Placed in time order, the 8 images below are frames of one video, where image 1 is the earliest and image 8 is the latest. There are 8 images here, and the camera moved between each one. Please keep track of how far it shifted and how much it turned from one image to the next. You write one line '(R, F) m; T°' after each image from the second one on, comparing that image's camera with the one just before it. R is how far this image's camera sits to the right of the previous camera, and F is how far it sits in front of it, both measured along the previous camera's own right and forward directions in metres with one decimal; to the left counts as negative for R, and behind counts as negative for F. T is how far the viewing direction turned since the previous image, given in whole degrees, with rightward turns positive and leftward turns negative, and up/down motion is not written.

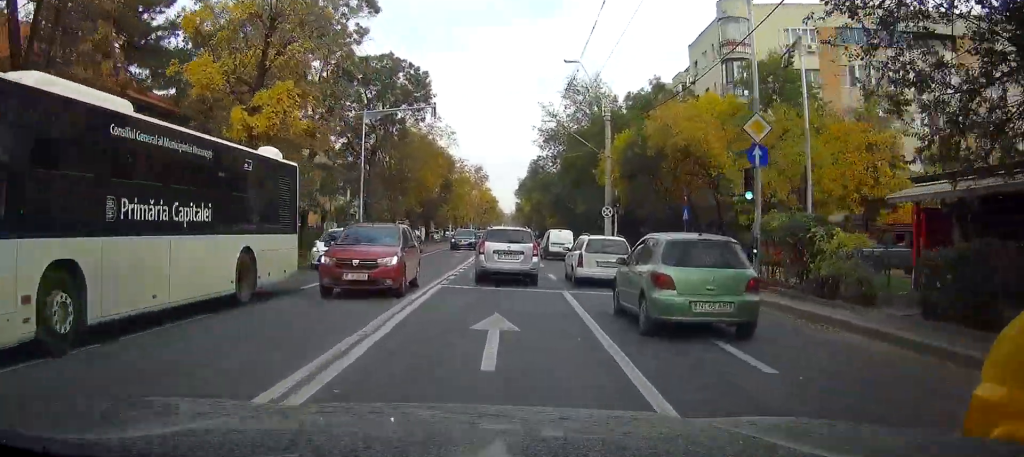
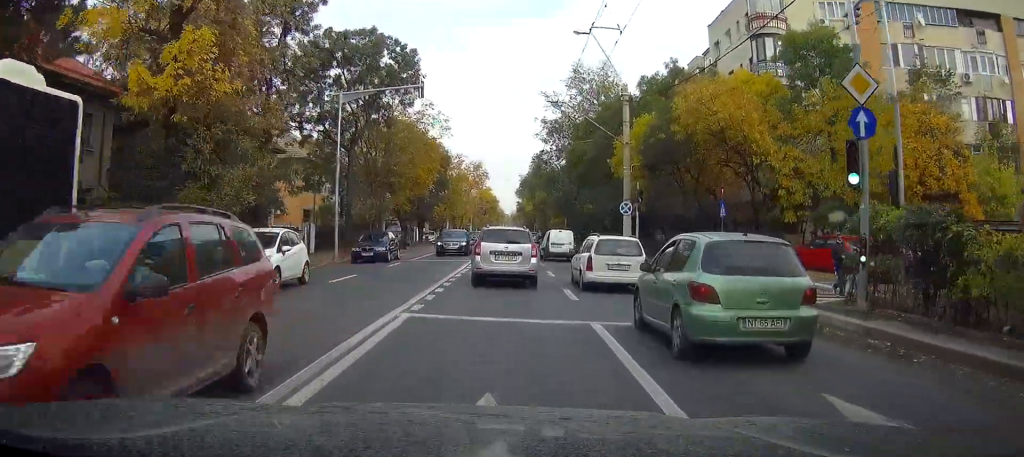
(0.0, +6.1) m; 0°
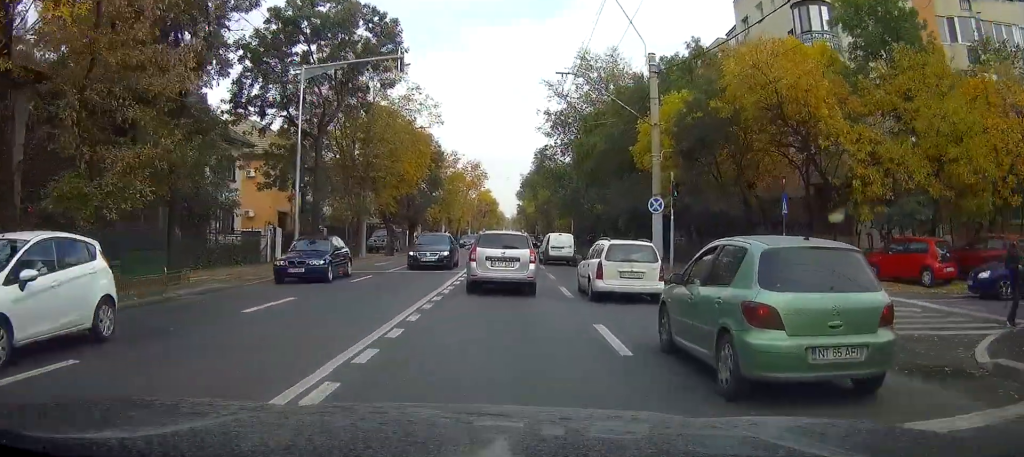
(0.0, +6.9) m; 0°
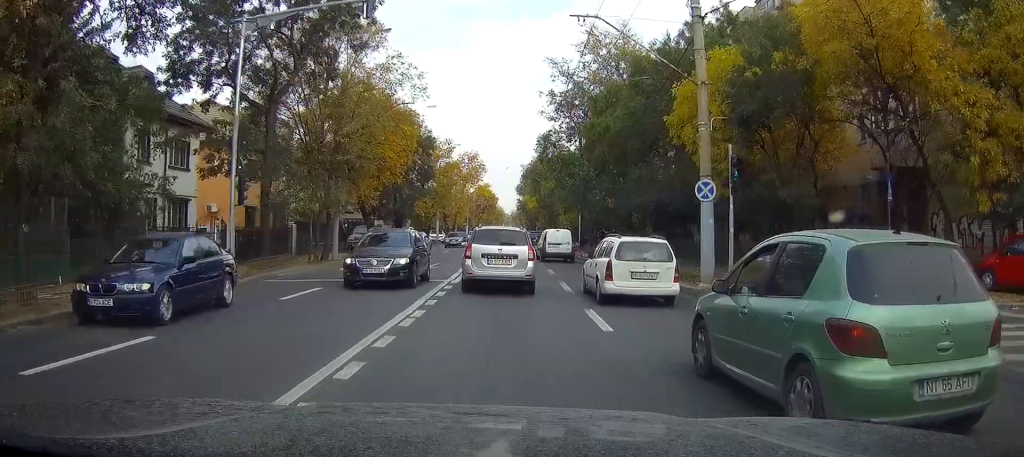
(0.0, +6.9) m; 0°
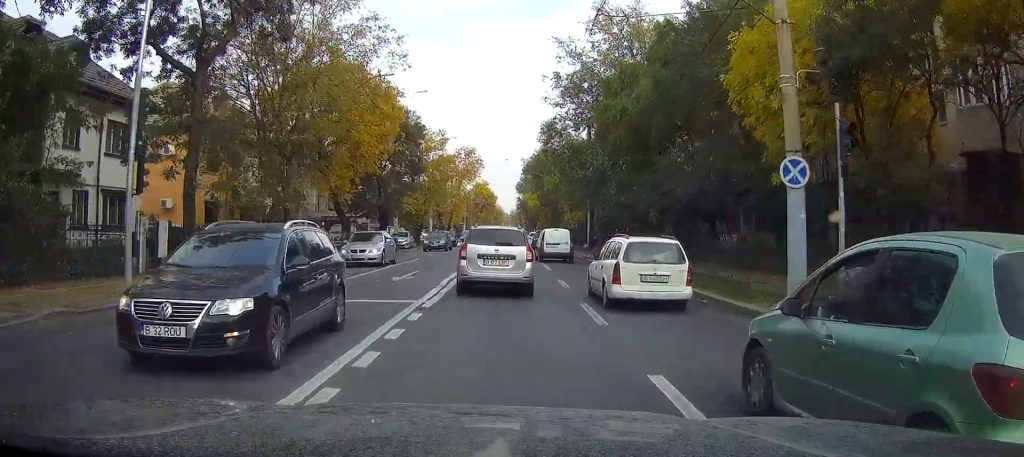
(0.0, +6.5) m; 0°
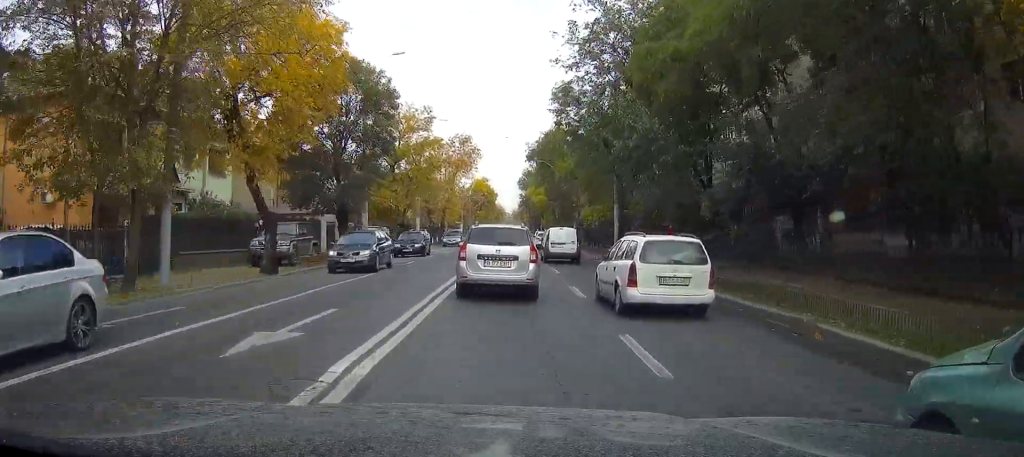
(0.0, +12.1) m; 0°
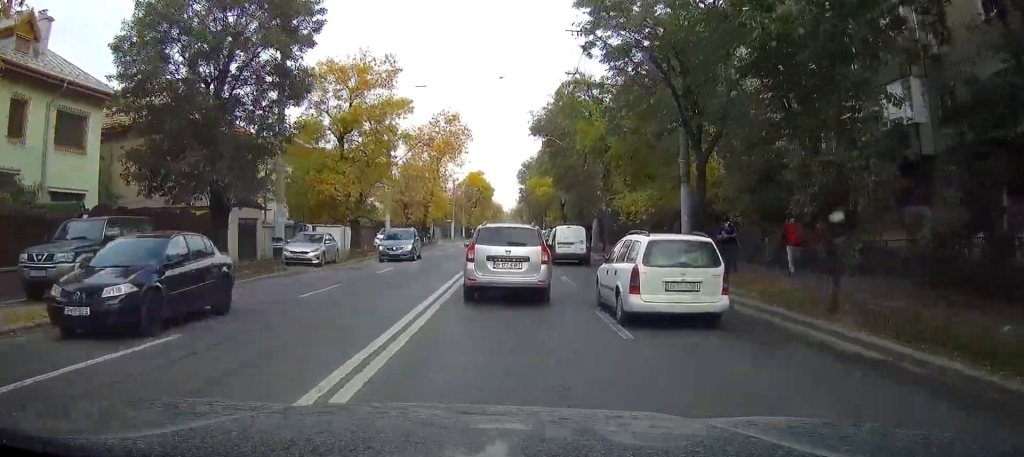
(-0.1, +15.8) m; 0°
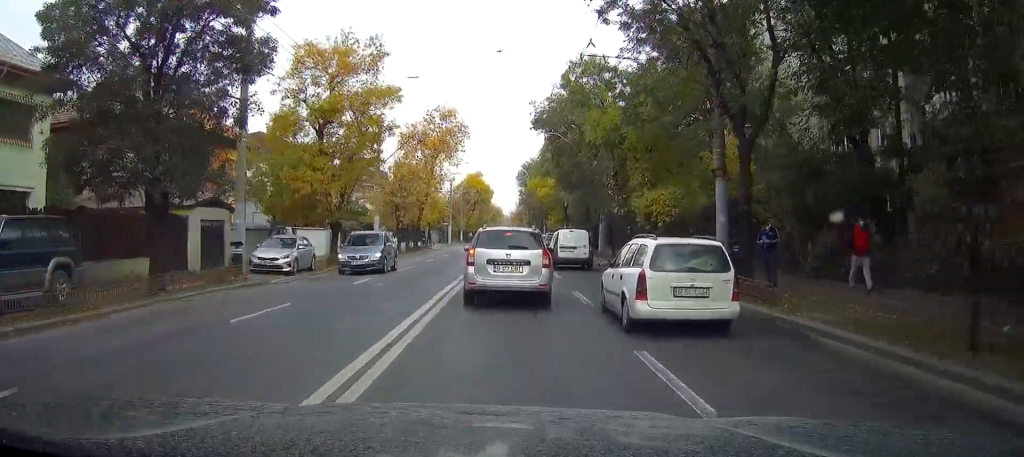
(0.0, +4.1) m; 0°
